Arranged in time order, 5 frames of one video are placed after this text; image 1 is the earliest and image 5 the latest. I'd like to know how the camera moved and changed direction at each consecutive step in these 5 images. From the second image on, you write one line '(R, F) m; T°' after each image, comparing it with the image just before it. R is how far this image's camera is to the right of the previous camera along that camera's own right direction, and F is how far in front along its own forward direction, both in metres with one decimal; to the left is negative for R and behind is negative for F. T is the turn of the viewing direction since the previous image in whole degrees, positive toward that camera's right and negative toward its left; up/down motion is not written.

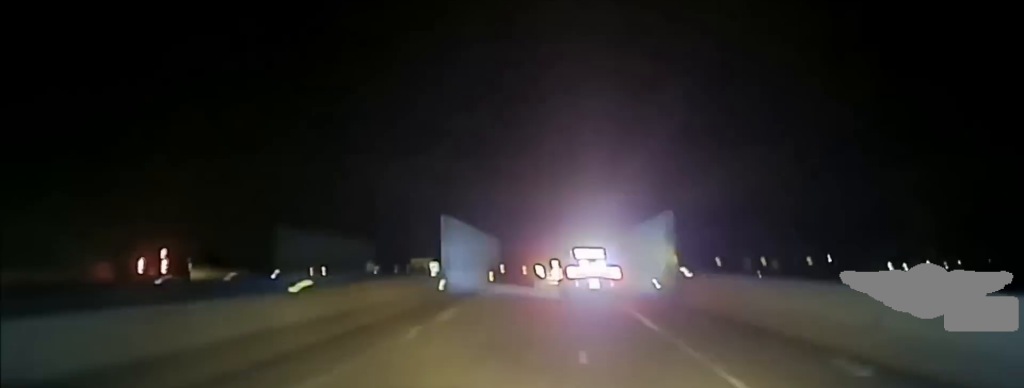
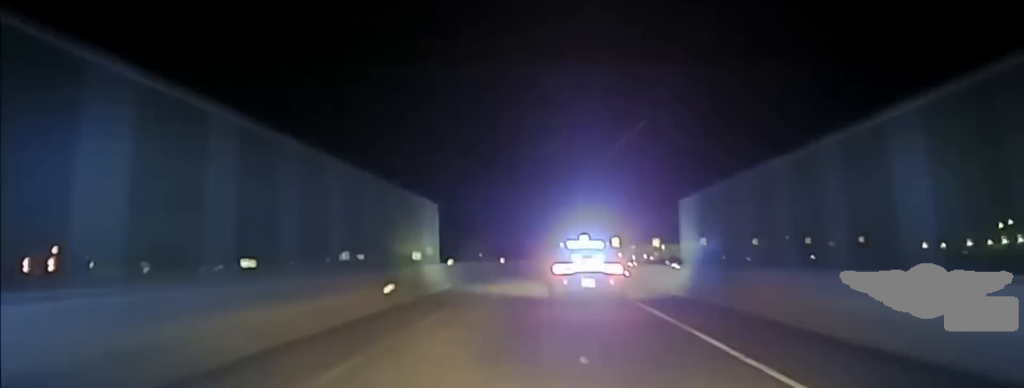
(+0.2, +27.6) m; +1°
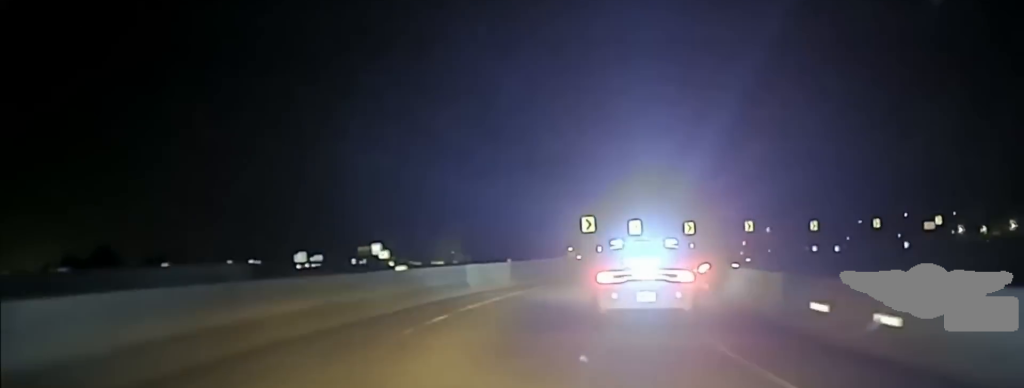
(+0.2, +34.2) m; +8°
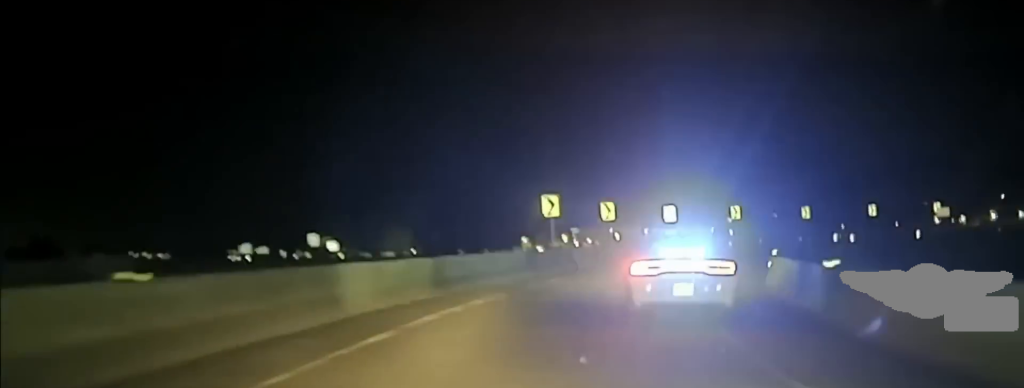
(+0.8, +12.3) m; +5°
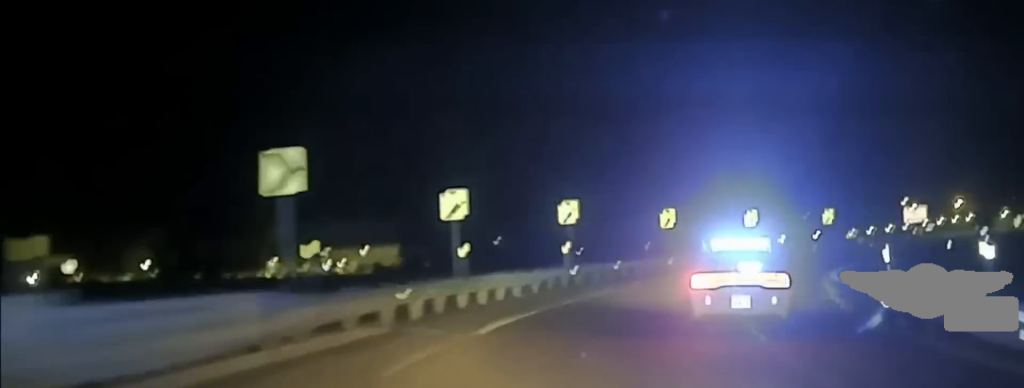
(+4.8, +34.5) m; +15°
